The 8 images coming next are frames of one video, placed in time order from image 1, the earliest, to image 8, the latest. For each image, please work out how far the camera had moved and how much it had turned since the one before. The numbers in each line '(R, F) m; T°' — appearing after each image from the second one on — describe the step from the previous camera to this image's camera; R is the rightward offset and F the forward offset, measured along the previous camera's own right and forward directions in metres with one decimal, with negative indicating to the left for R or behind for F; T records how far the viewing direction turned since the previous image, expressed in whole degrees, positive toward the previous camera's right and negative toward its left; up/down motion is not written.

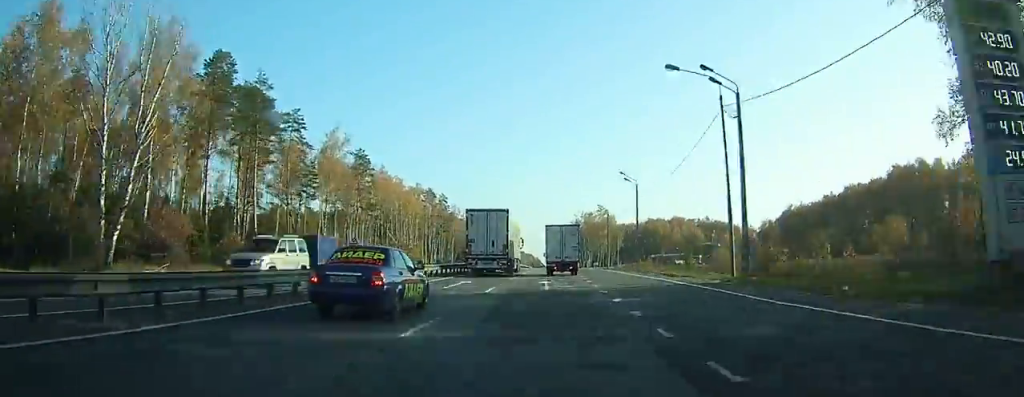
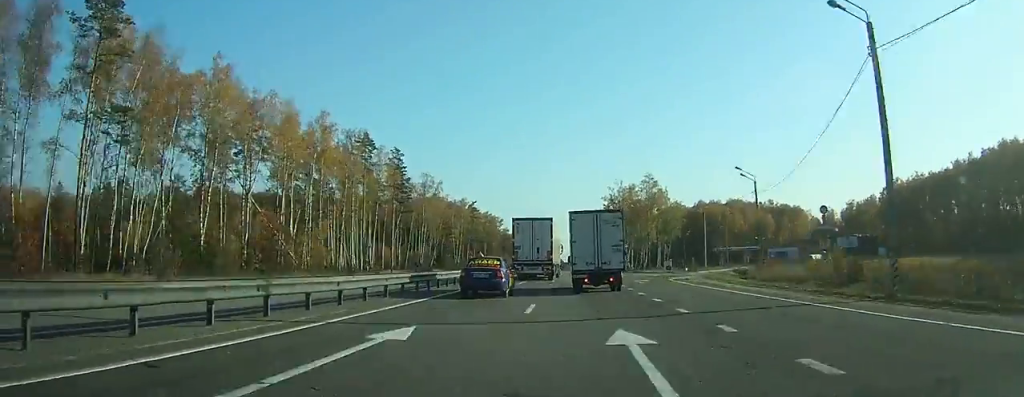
(-0.9, +82.3) m; -2°
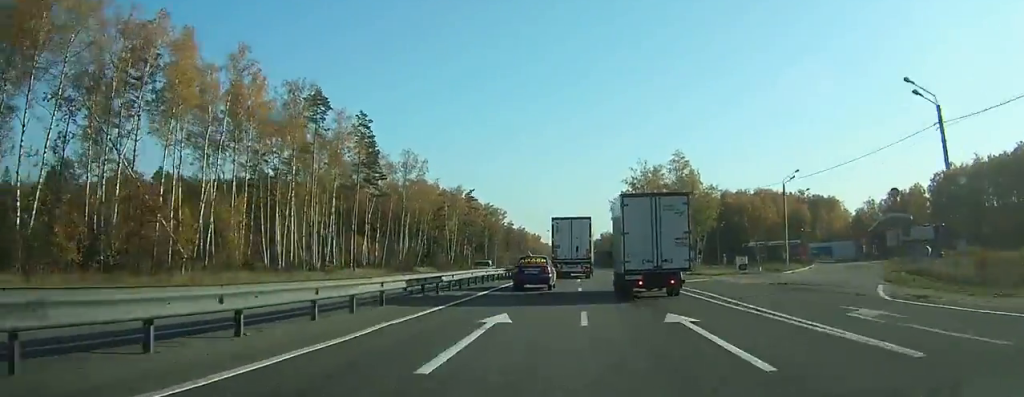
(-0.3, +27.6) m; 0°
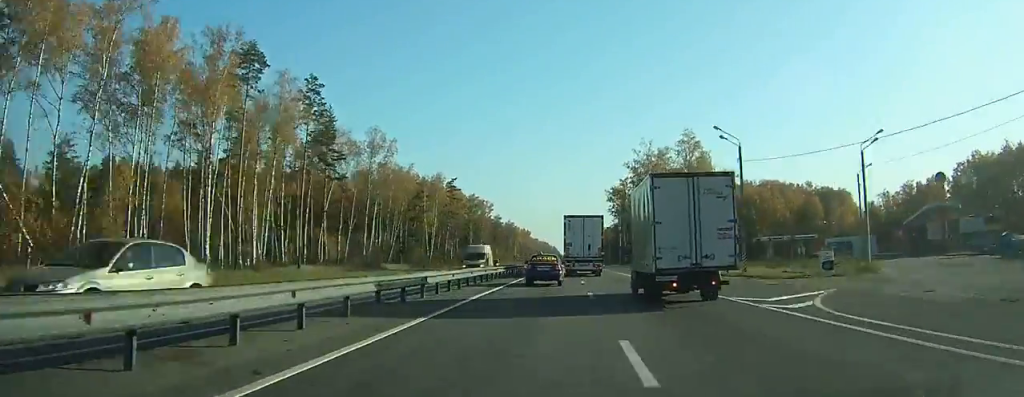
(+0.1, +17.2) m; 0°
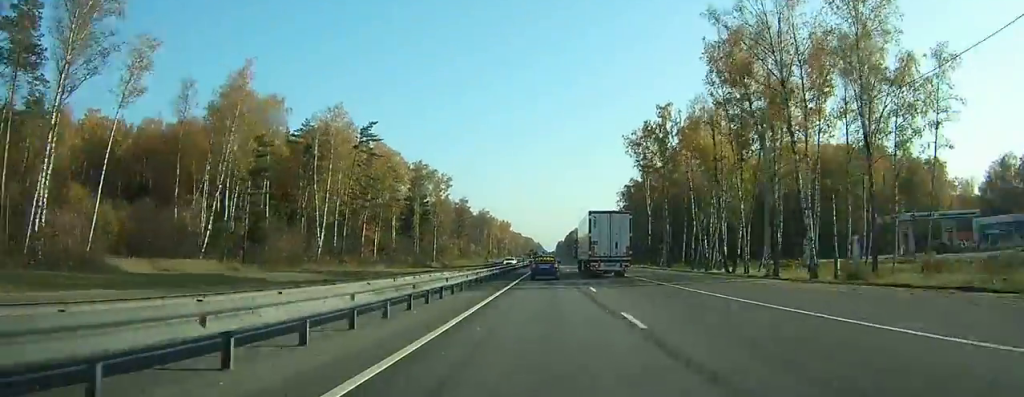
(+0.8, +67.5) m; +1°
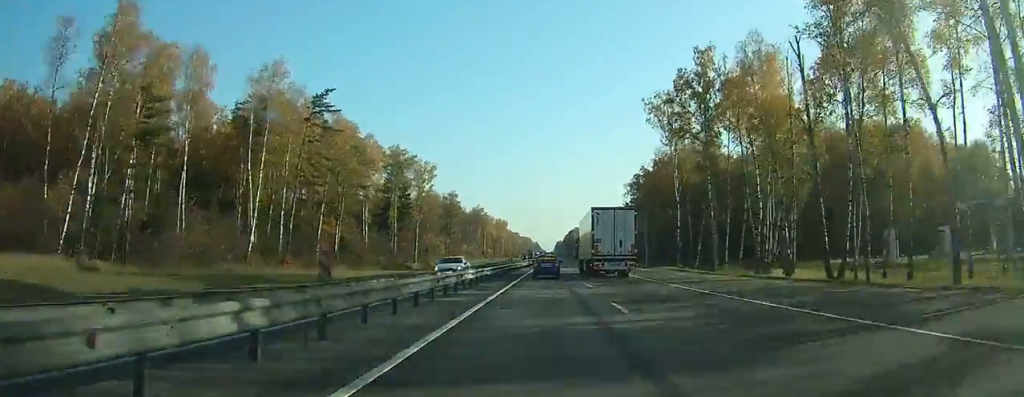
(+0.1, +22.8) m; 0°
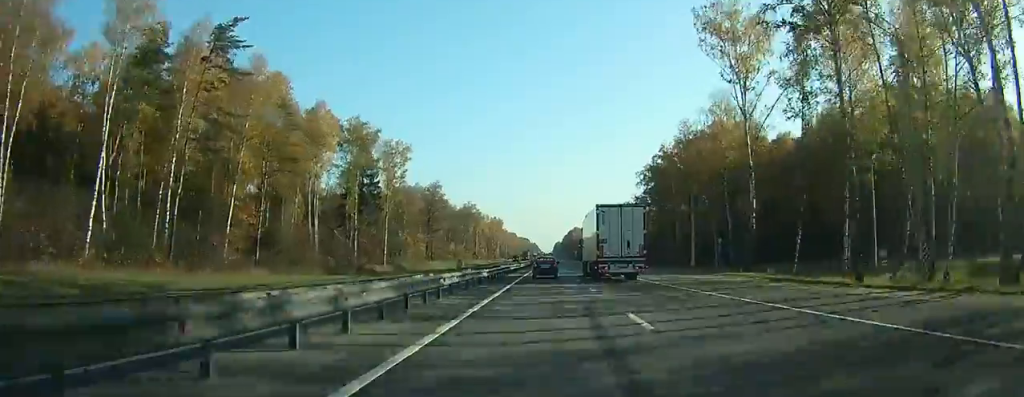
(+0.1, +27.5) m; 0°
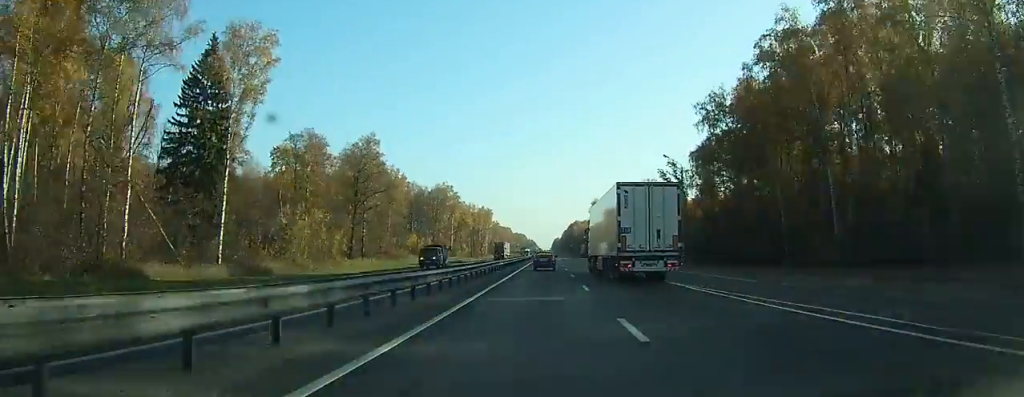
(-0.1, +59.5) m; 0°
